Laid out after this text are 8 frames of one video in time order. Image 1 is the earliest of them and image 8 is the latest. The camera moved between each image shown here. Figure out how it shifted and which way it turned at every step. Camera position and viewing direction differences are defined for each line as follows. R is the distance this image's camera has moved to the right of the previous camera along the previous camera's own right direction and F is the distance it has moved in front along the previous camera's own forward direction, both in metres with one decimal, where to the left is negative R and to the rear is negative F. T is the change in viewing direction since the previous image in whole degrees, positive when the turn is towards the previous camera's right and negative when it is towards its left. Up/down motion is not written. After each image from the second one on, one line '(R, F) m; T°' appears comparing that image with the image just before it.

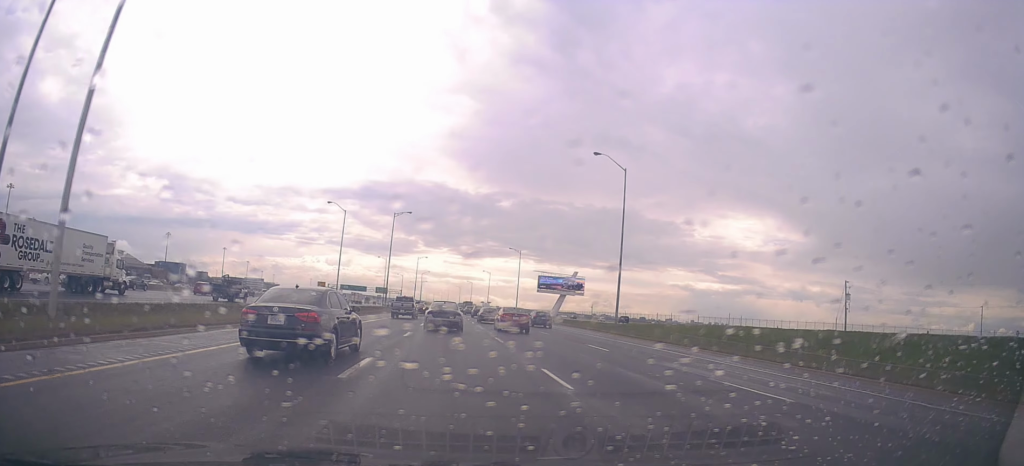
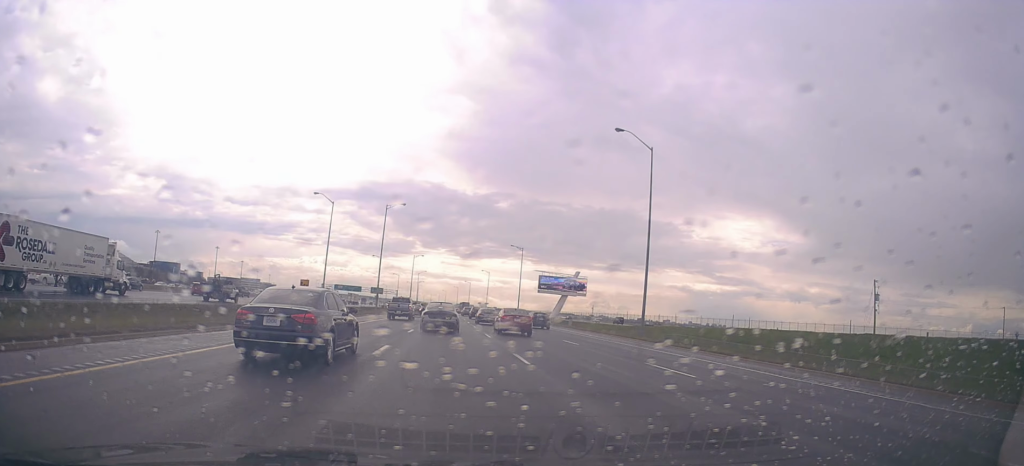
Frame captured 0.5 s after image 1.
(-0.2, +8.0) m; +1°
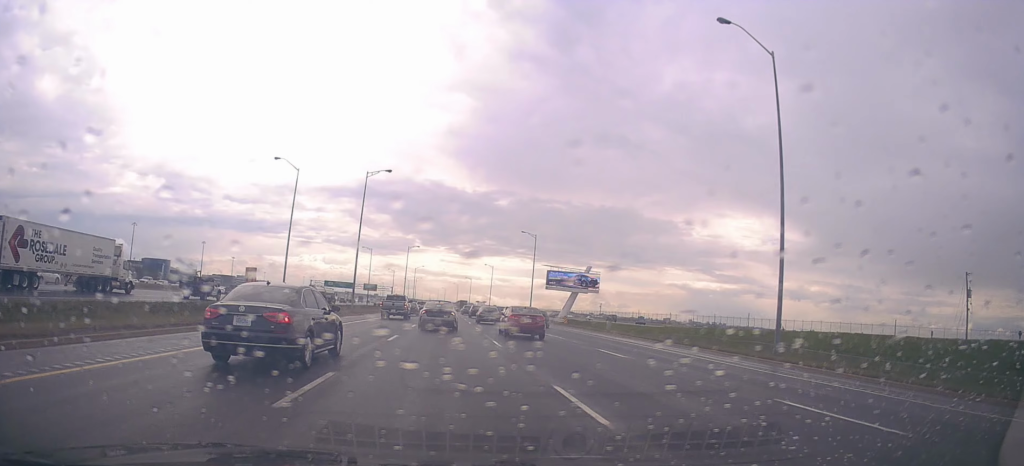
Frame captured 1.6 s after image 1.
(+0.4, +18.9) m; 0°
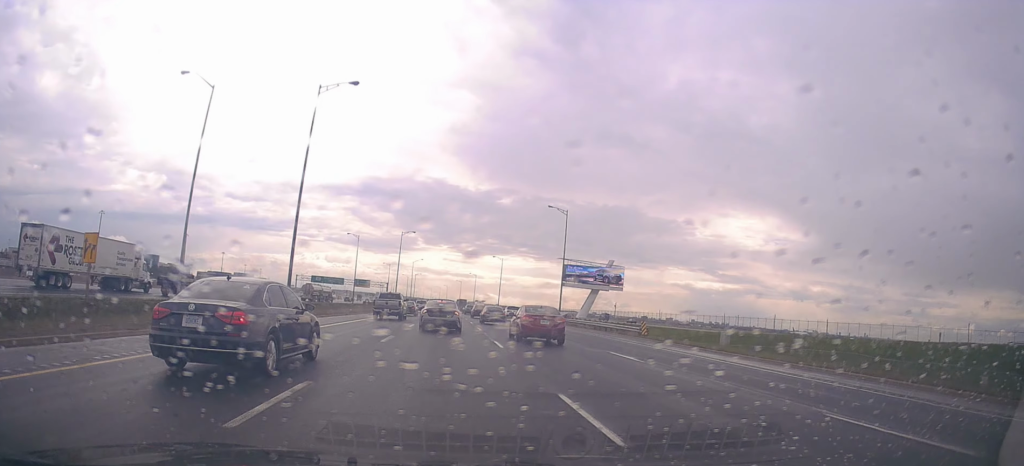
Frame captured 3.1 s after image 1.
(-0.5, +24.8) m; -1°
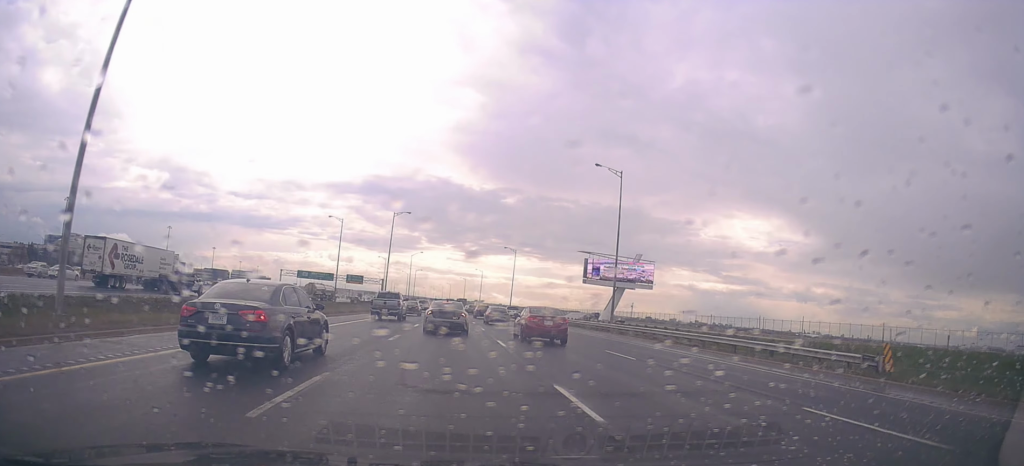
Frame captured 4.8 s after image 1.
(+0.7, +22.3) m; +1°
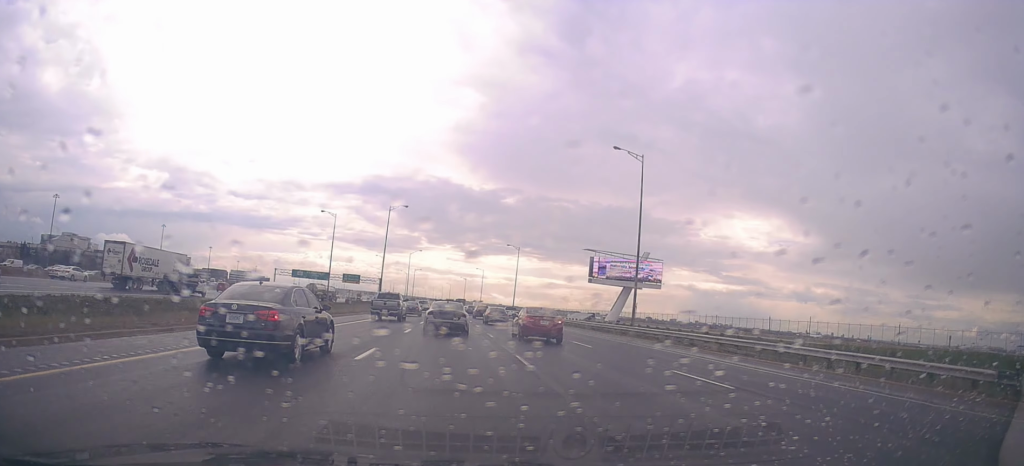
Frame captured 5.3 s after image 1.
(-0.2, +5.8) m; -1°
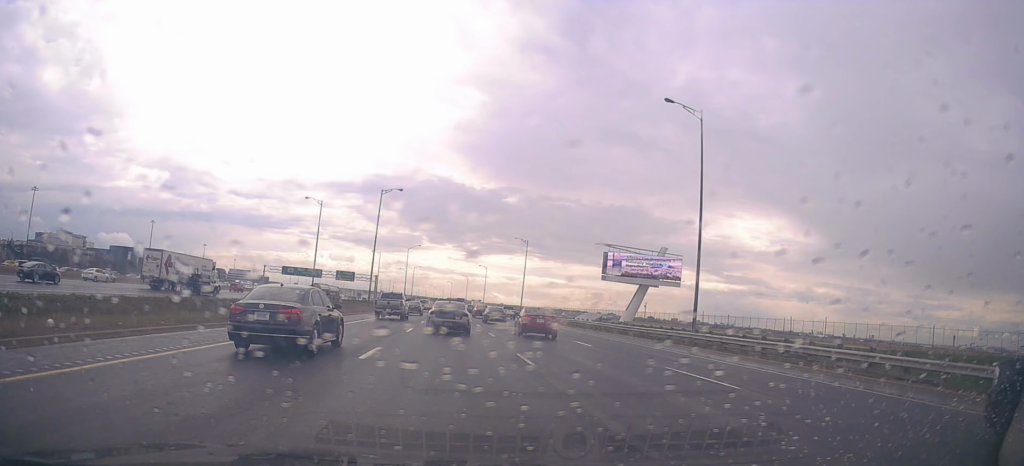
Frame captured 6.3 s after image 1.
(-0.3, +11.7) m; -1°
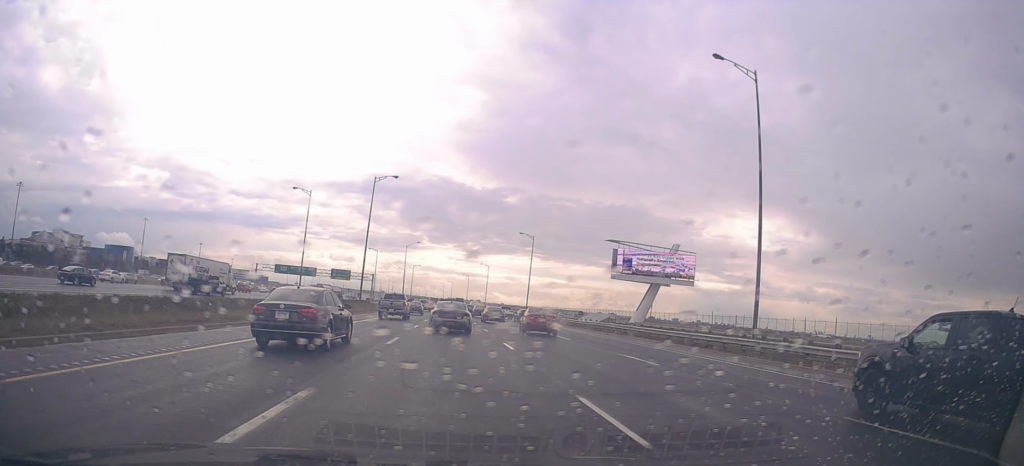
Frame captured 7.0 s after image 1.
(0.0, +7.5) m; 0°
